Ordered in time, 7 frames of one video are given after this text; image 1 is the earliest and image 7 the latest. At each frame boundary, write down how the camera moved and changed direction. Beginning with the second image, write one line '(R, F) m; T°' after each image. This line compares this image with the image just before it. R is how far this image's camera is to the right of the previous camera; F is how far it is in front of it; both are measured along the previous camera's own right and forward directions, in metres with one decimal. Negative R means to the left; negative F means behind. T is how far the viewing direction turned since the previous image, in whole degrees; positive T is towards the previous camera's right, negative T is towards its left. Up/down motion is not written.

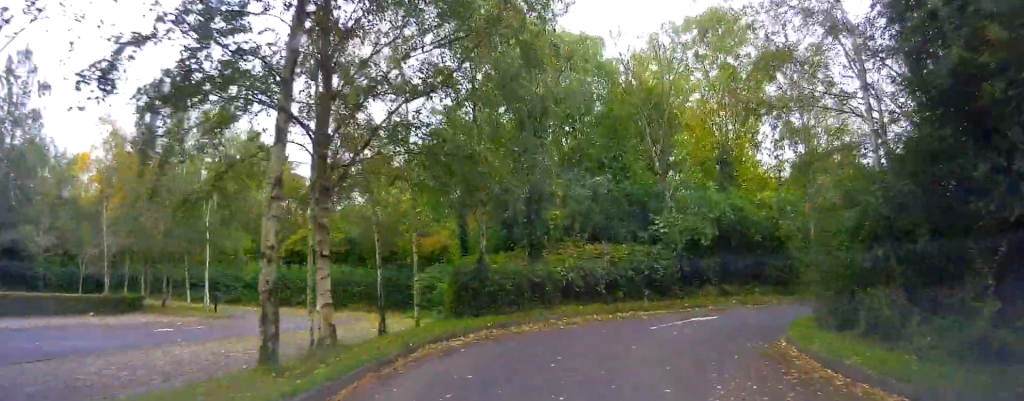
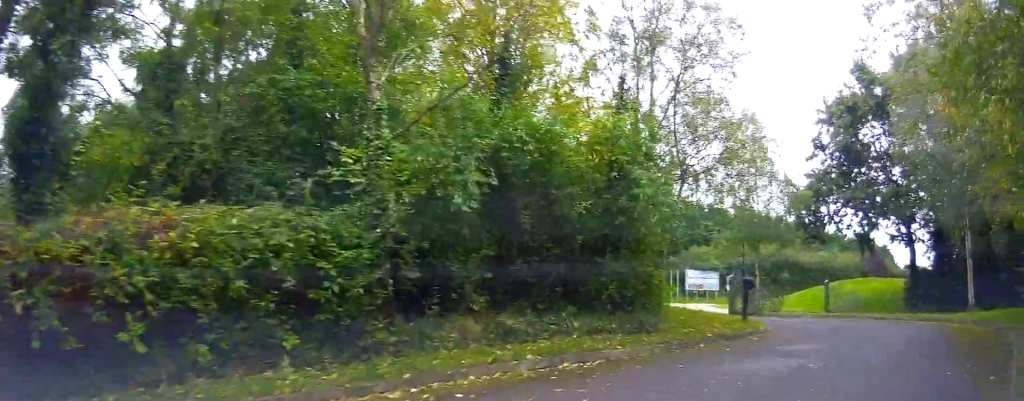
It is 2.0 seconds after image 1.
(+1.4, +11.5) m; +29°
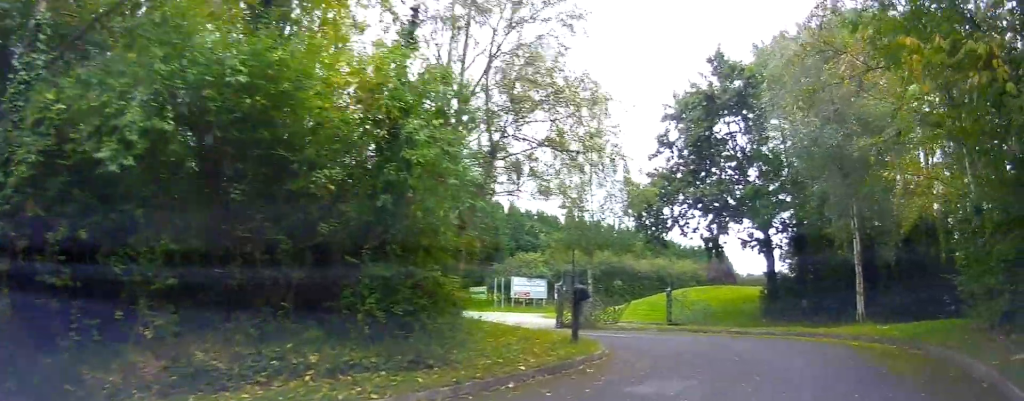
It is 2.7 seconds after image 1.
(+0.8, +3.1) m; +16°
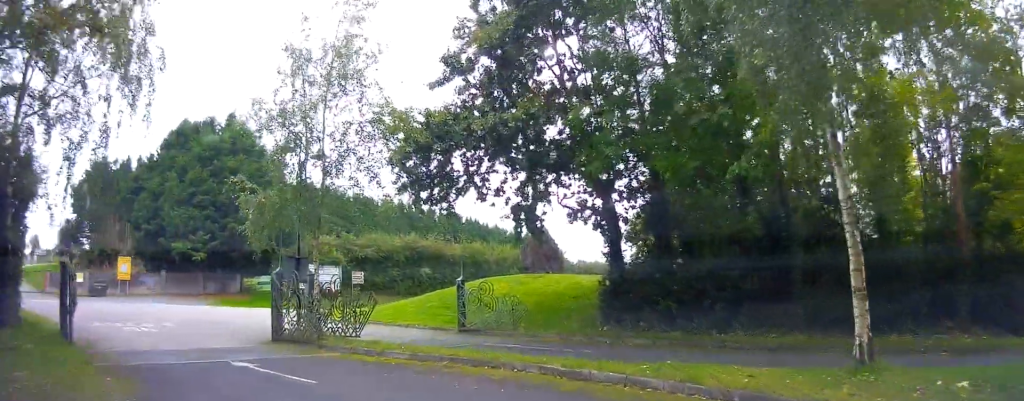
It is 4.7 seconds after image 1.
(+1.8, +8.3) m; +4°
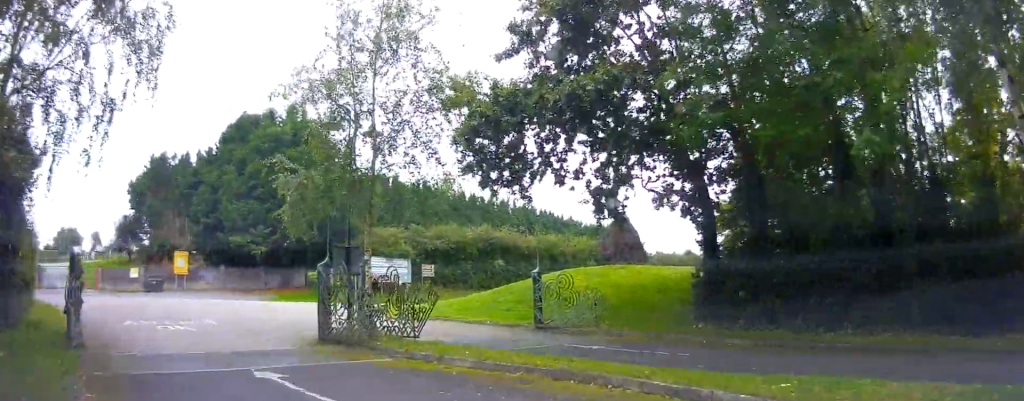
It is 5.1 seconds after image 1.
(0.0, +1.8) m; -7°
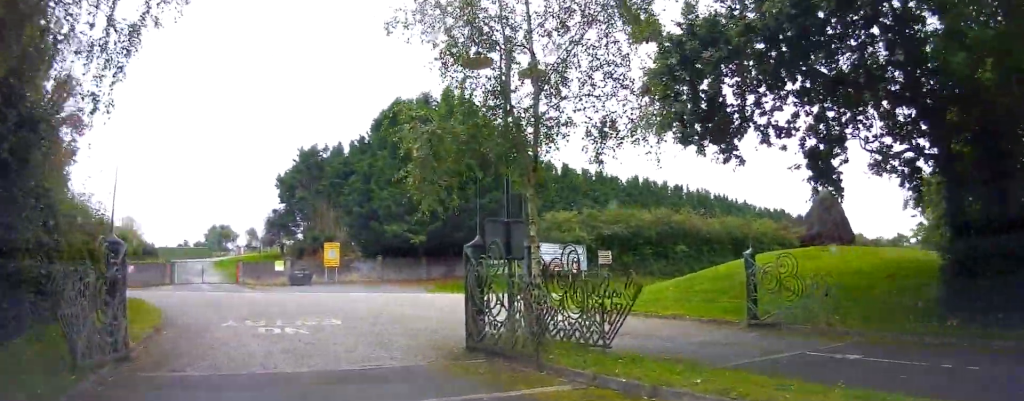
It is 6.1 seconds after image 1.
(-0.8, +3.5) m; -14°
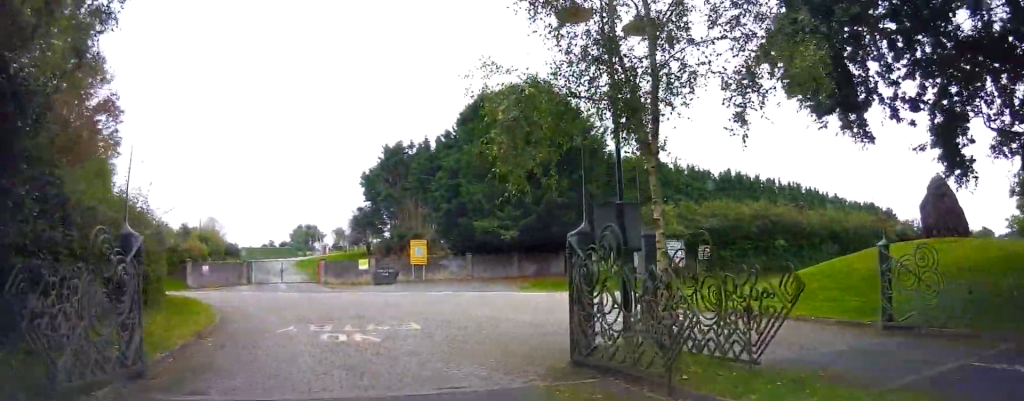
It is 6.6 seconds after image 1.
(0.0, +2.0) m; -4°
